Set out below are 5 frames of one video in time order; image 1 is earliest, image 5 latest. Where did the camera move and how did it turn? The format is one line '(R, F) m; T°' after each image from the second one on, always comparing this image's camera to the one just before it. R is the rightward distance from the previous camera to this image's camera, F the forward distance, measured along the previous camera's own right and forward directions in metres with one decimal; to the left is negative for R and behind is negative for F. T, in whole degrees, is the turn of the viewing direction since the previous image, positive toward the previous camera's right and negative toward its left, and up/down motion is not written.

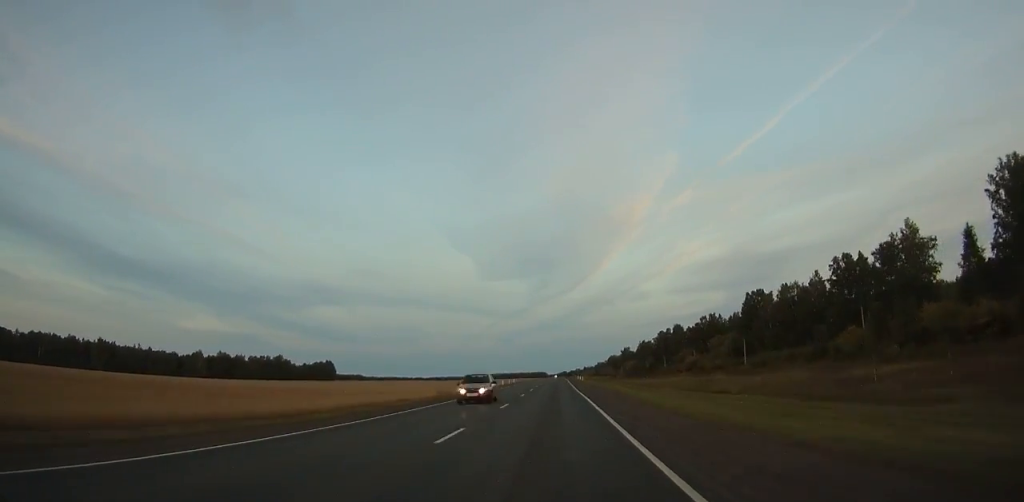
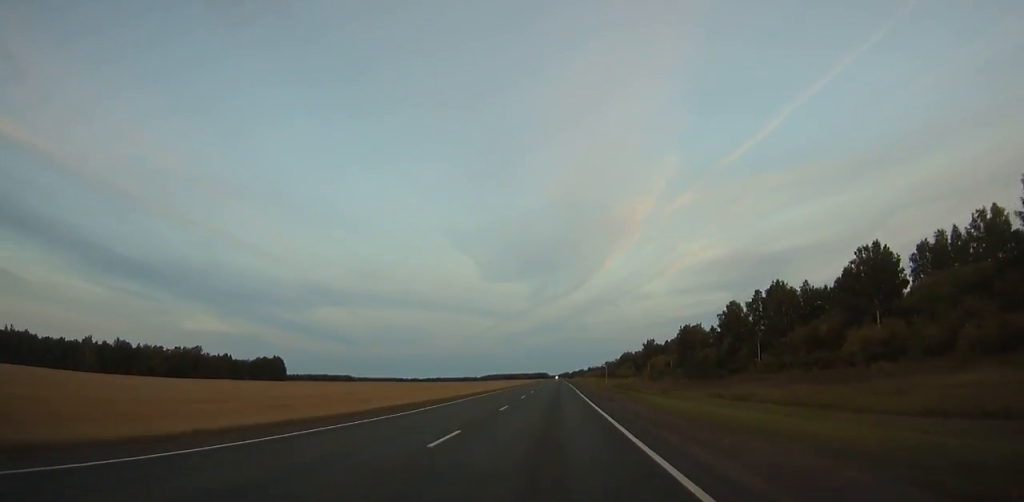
(-0.5, +109.1) m; 0°
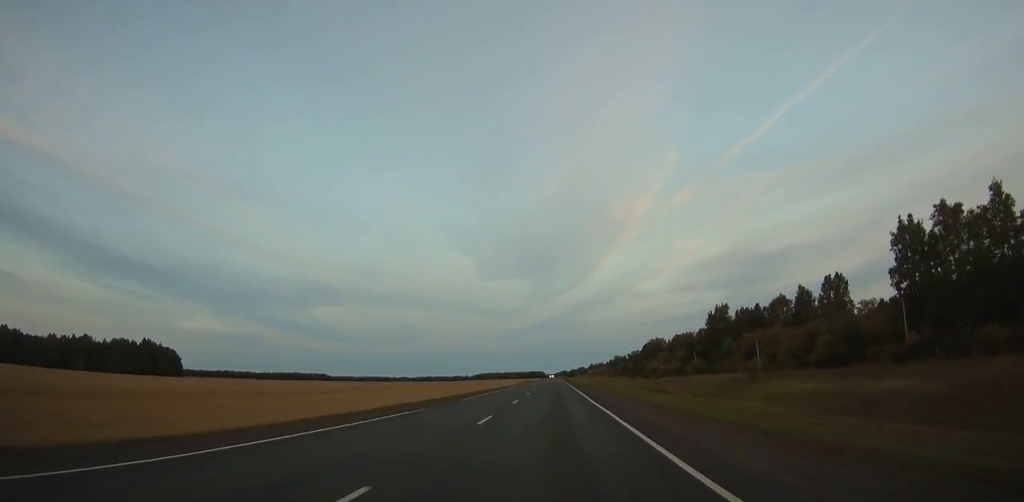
(-0.4, +150.8) m; 0°
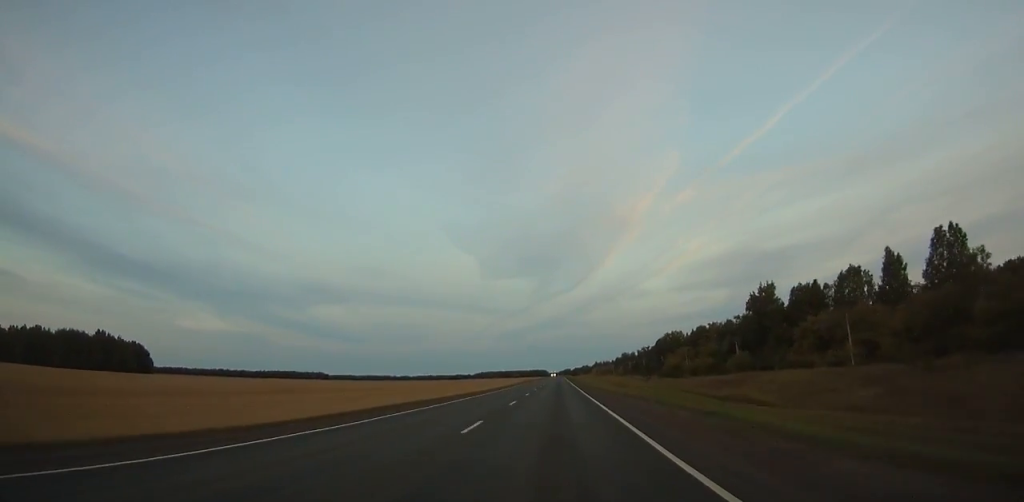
(+0.2, +37.0) m; 0°
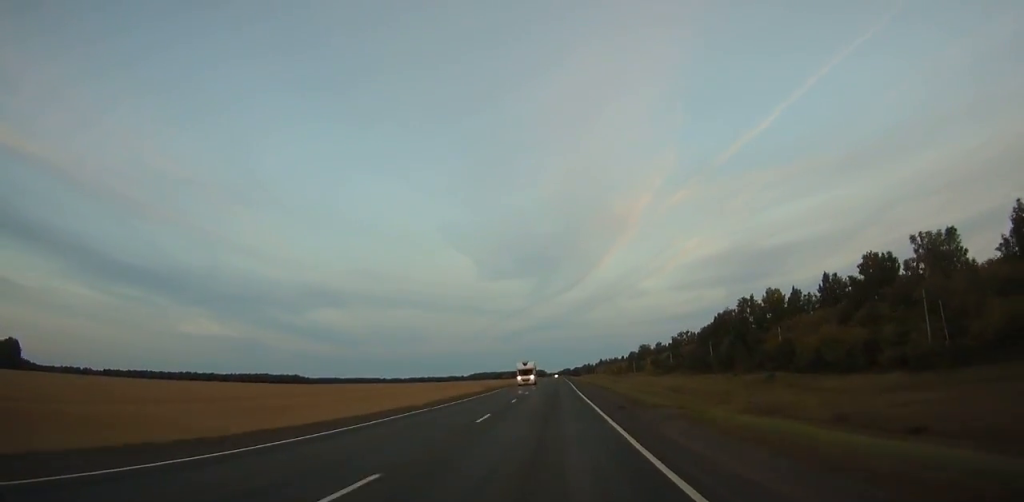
(+0.2, +125.9) m; 0°
